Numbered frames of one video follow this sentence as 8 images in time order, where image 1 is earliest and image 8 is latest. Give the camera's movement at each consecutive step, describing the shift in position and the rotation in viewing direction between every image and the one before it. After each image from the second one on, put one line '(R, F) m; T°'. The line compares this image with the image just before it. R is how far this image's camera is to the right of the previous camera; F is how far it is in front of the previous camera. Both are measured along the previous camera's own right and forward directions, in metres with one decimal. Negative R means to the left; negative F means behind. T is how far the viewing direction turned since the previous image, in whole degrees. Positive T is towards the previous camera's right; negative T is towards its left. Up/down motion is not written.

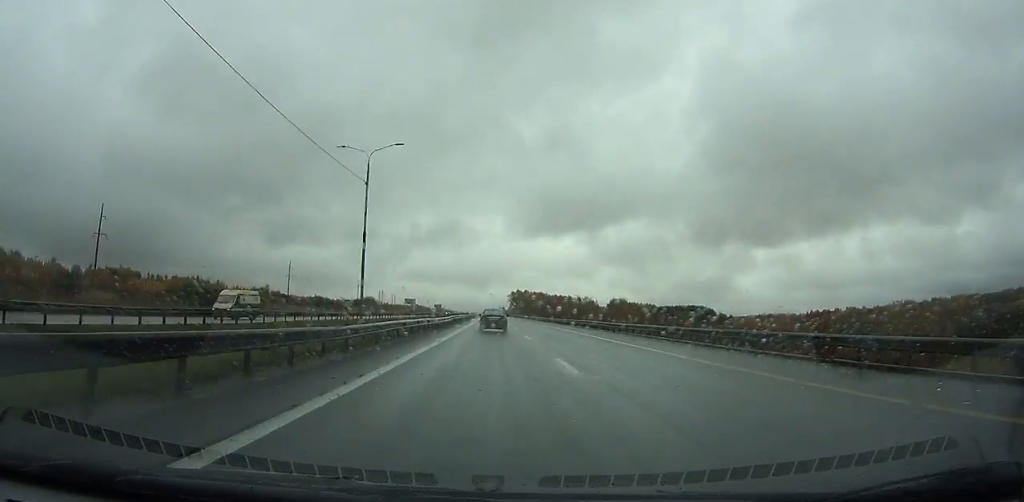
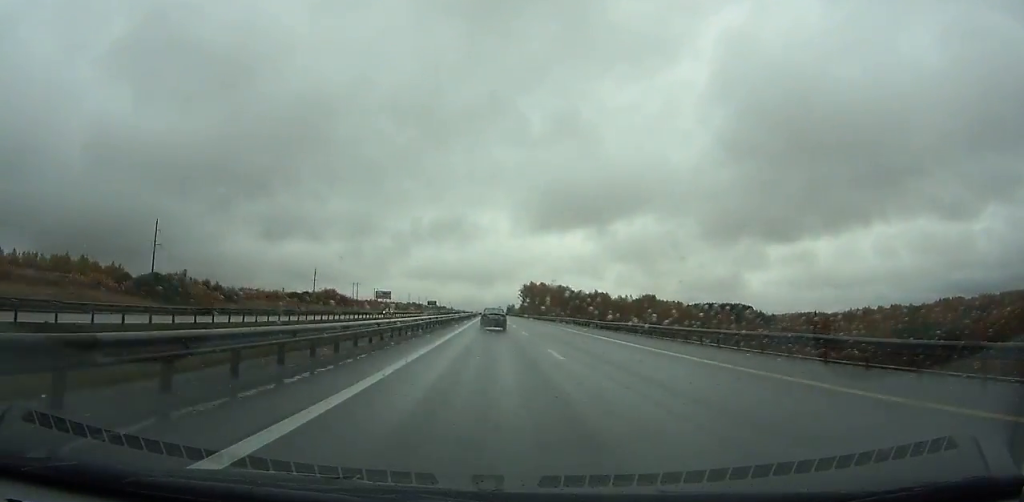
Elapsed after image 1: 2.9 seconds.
(-0.6, +91.8) m; -1°
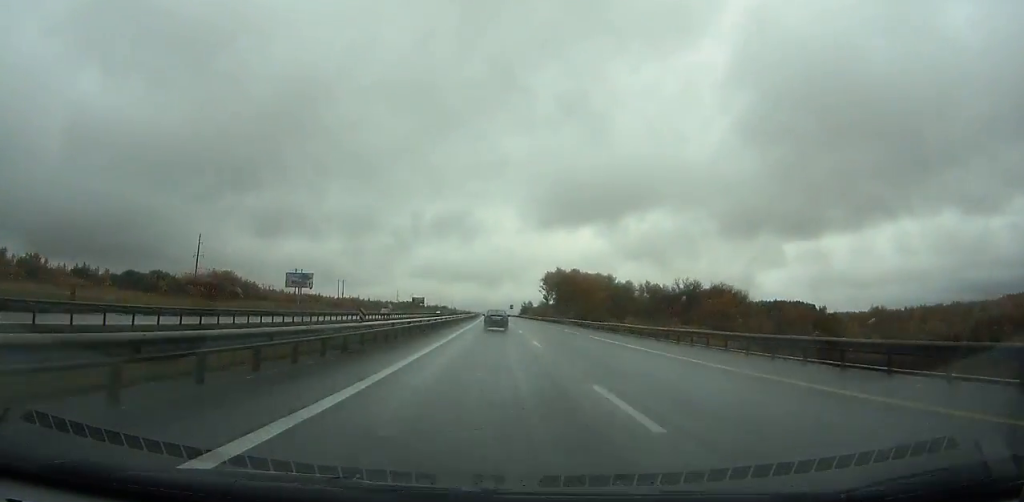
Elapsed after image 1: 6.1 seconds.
(-0.6, +103.3) m; -1°
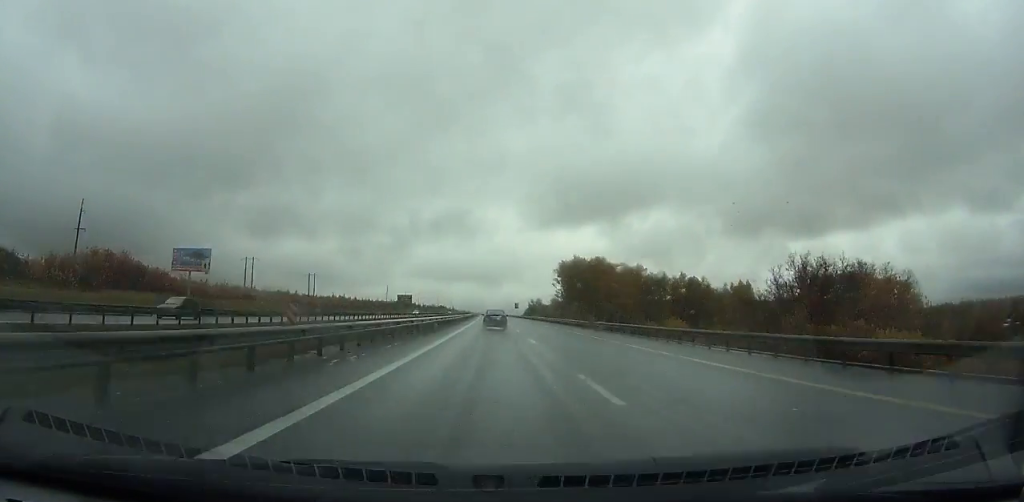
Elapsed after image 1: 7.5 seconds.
(+0.1, +45.6) m; 0°
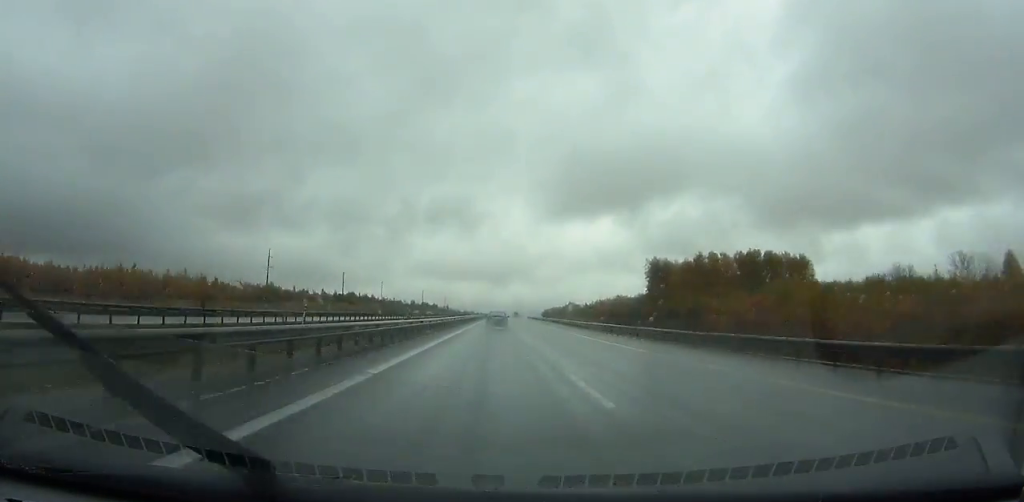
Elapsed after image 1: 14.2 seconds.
(-2.8, +223.1) m; -1°
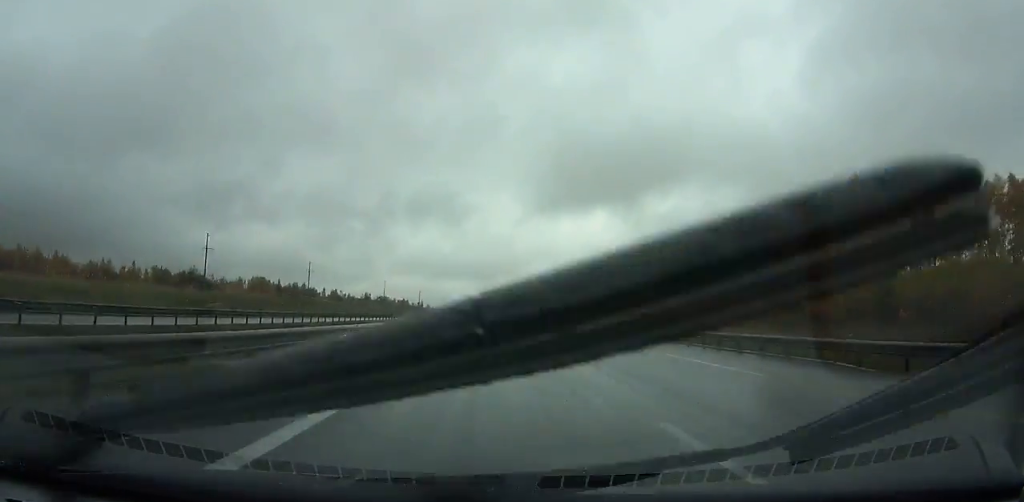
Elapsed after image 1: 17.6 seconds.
(+0.5, +114.3) m; +1°
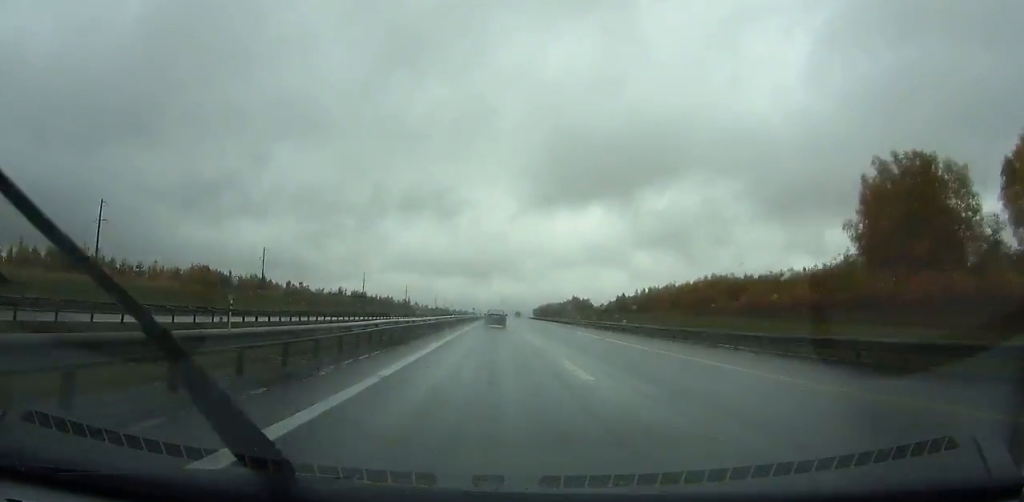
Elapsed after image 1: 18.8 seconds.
(+0.2, +40.2) m; +1°
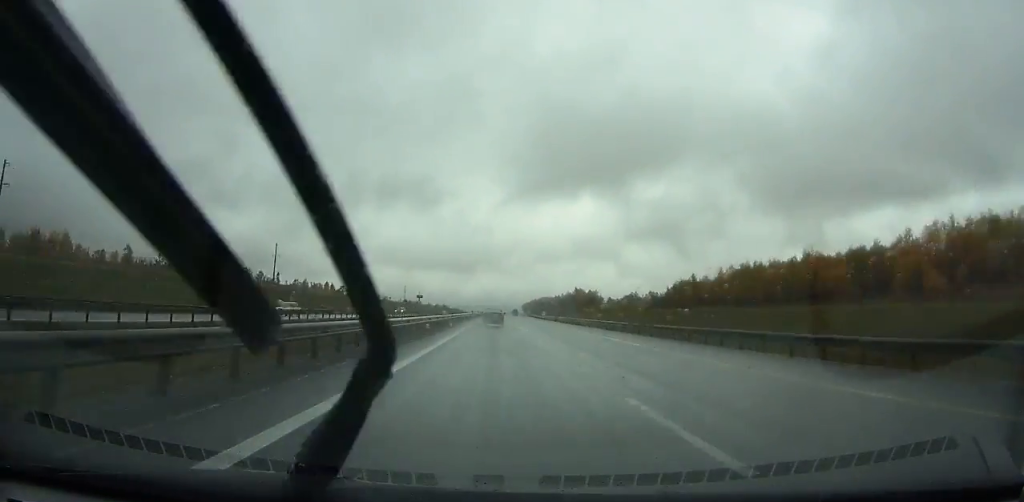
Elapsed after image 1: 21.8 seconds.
(+1.1, +99.3) m; +1°
